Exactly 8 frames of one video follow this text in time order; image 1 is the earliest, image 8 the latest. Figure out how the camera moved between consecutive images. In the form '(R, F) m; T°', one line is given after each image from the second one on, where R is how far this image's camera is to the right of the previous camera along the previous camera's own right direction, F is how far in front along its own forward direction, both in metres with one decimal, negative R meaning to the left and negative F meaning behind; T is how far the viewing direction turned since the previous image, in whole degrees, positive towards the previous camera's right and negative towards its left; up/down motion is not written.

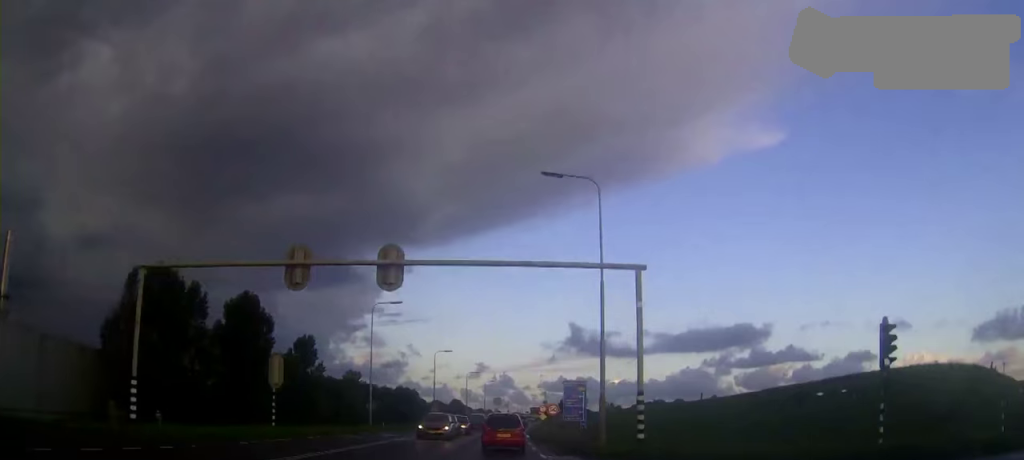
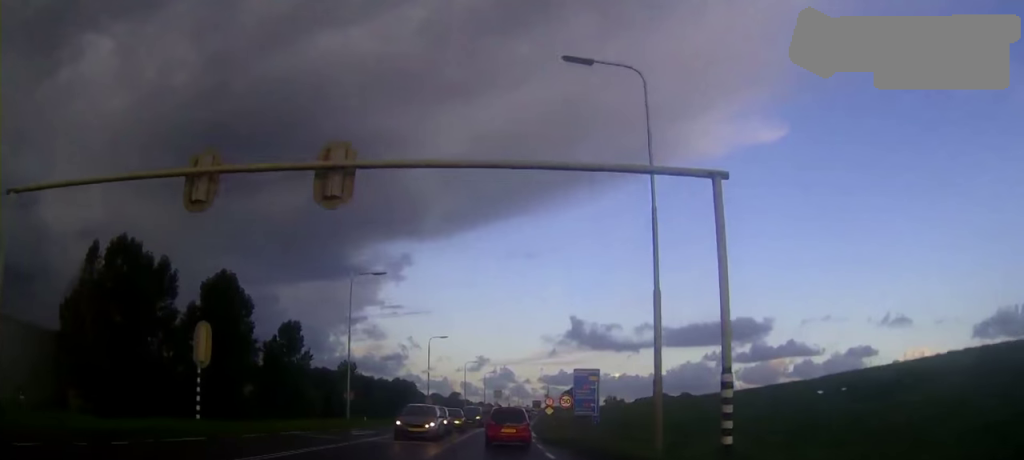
(0.0, +9.2) m; 0°
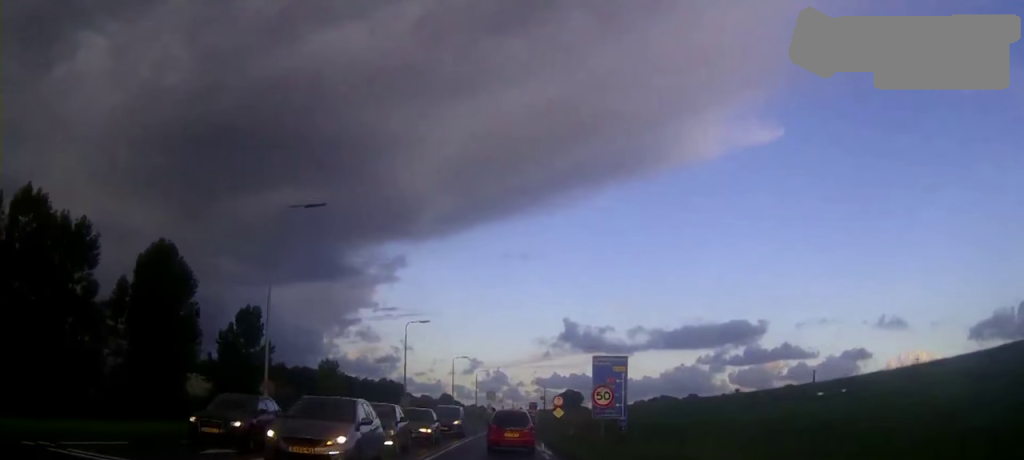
(0.0, +16.6) m; 0°
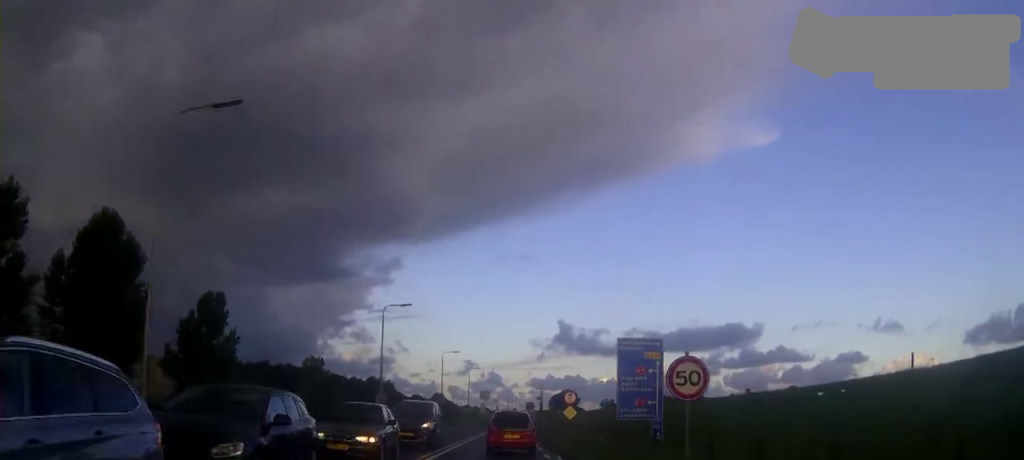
(0.0, +11.3) m; 0°
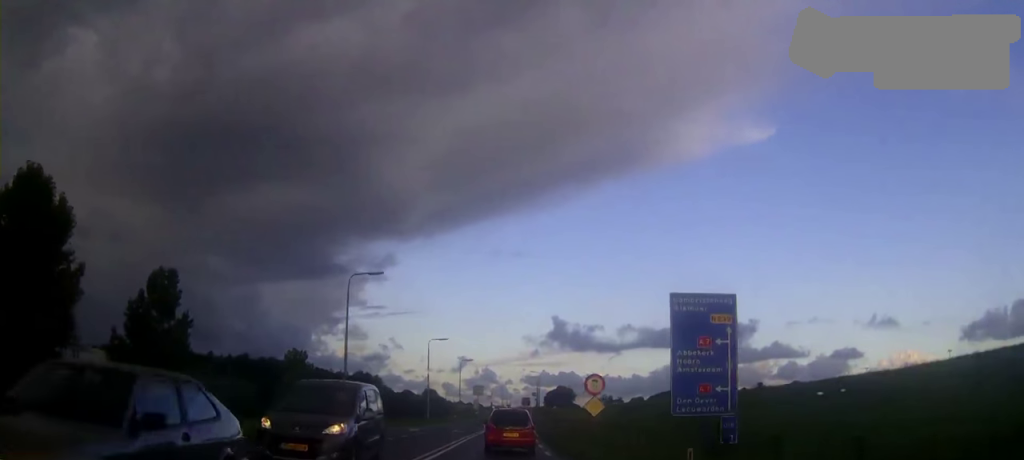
(+0.1, +12.5) m; +1°
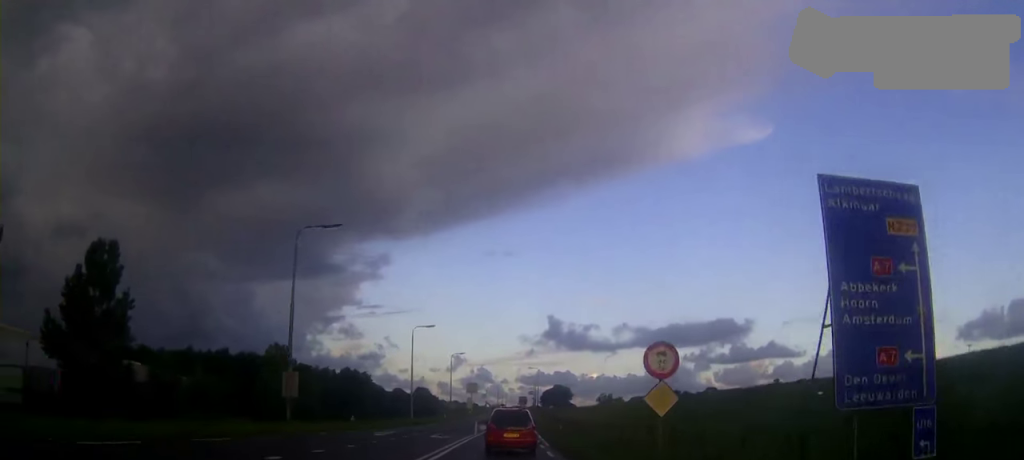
(+0.1, +11.6) m; 0°
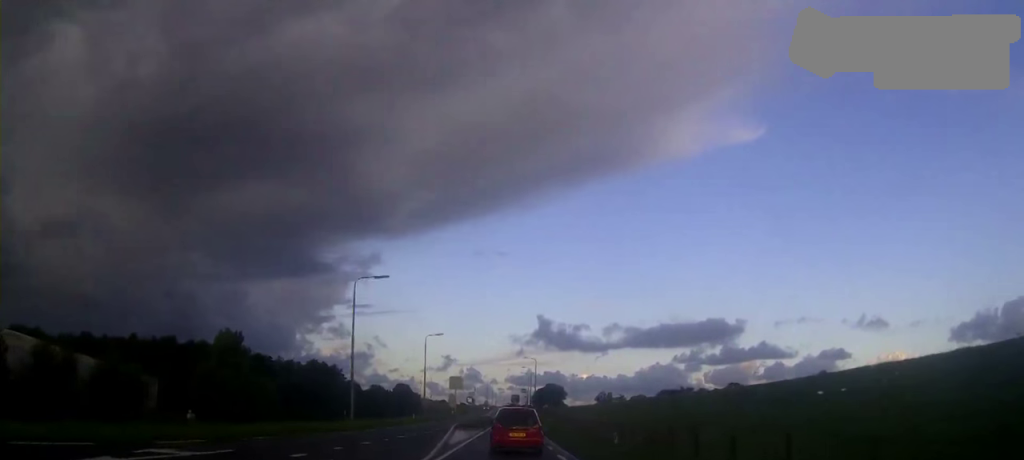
(+0.2, +26.4) m; +1°
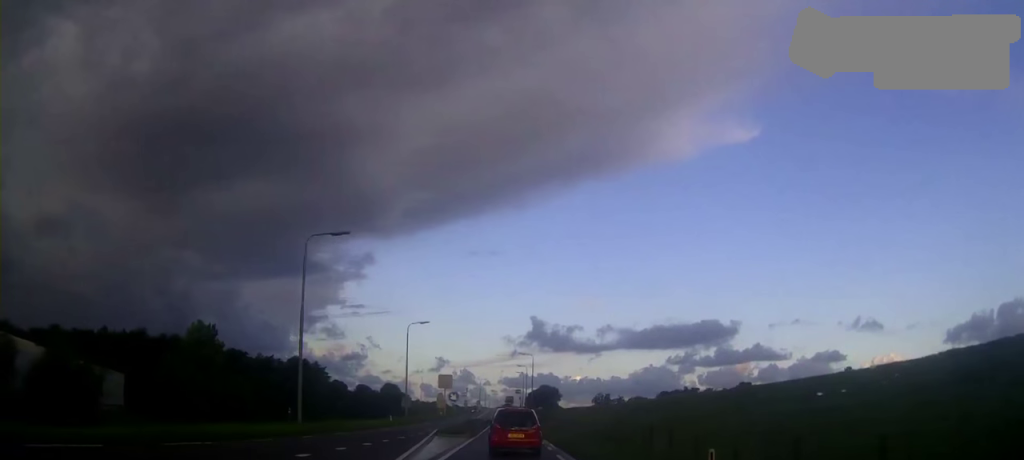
(+0.1, +11.0) m; 0°
